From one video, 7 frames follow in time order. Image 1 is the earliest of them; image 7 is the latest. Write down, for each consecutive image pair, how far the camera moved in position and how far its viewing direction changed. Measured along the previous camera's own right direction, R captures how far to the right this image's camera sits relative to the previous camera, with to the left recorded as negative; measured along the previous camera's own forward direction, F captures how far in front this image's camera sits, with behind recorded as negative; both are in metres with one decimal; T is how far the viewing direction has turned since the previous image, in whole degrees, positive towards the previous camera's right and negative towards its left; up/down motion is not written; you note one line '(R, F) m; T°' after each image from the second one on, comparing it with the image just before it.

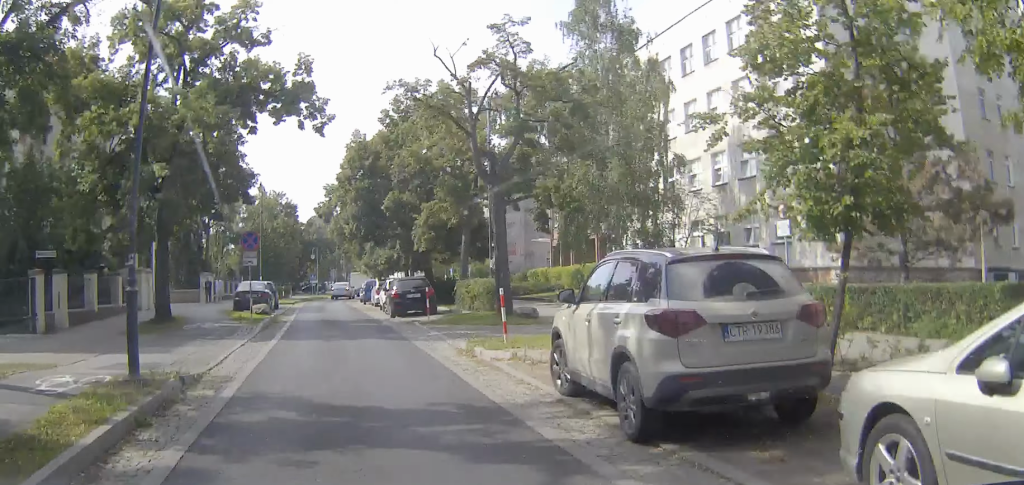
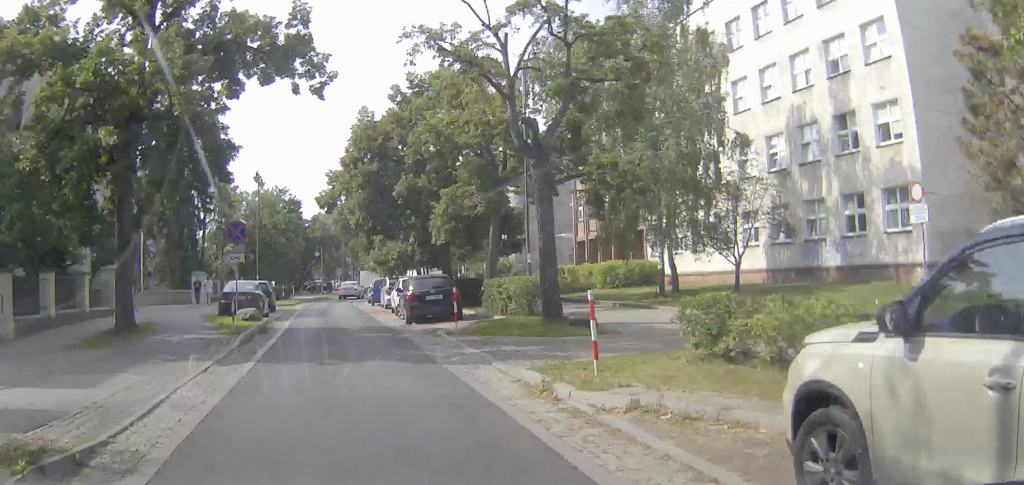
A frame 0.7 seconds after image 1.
(0.0, +4.8) m; 0°
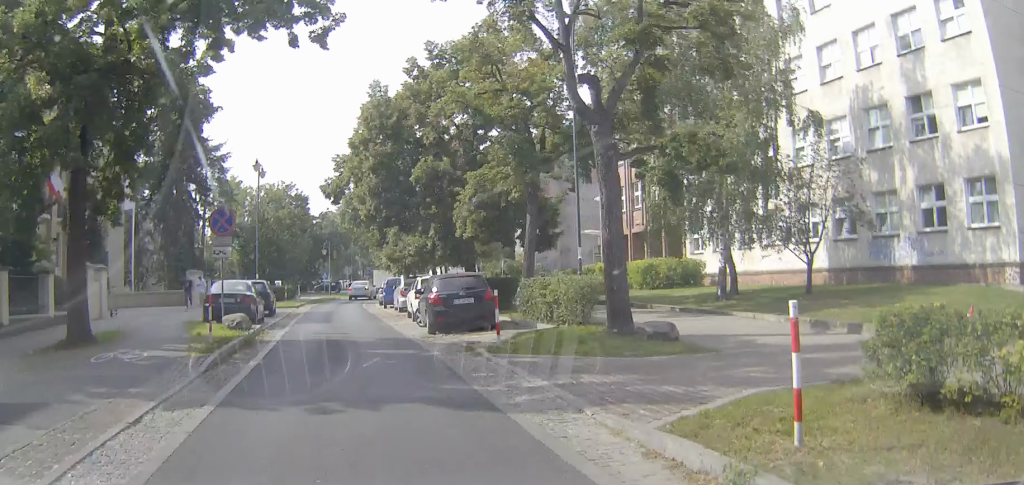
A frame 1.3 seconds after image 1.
(0.0, +4.2) m; -1°
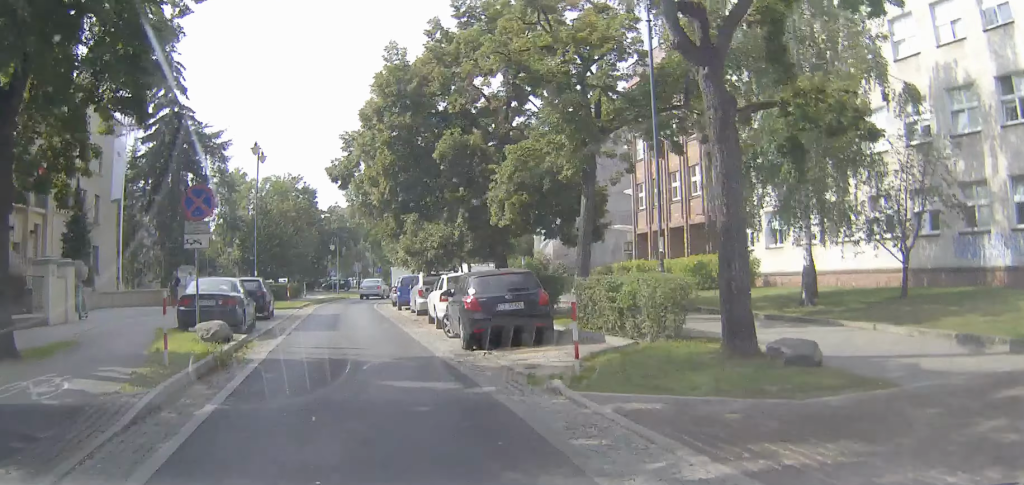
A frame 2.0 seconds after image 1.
(-0.1, +4.5) m; 0°
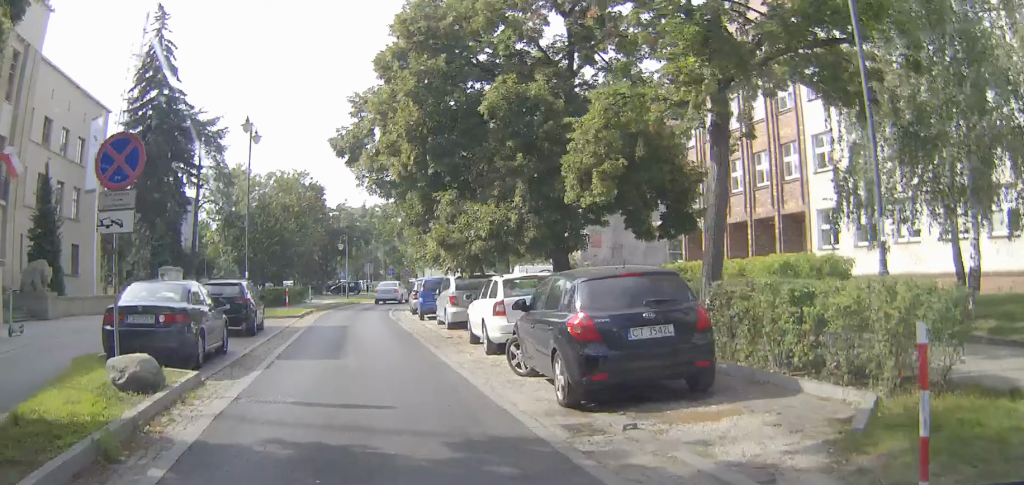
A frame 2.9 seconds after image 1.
(0.0, +6.4) m; 0°
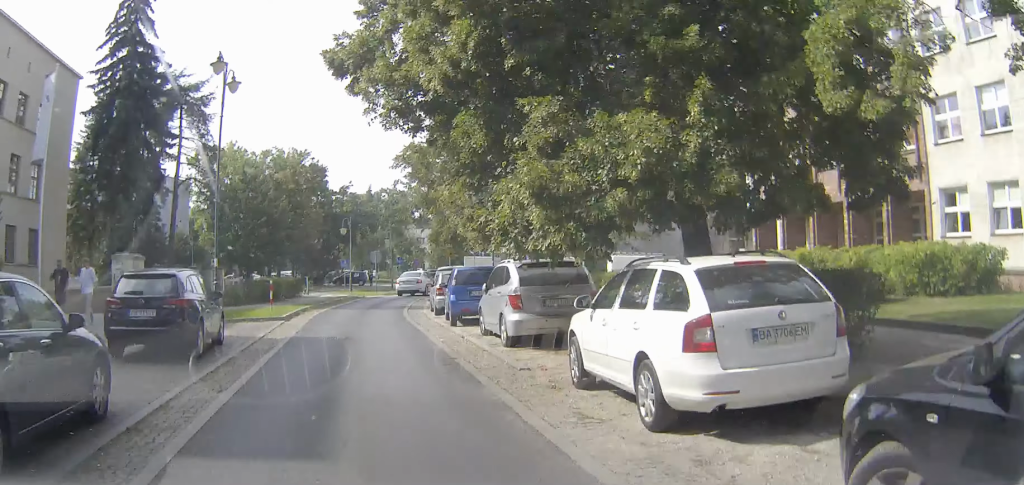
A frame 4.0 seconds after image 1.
(0.0, +7.9) m; 0°
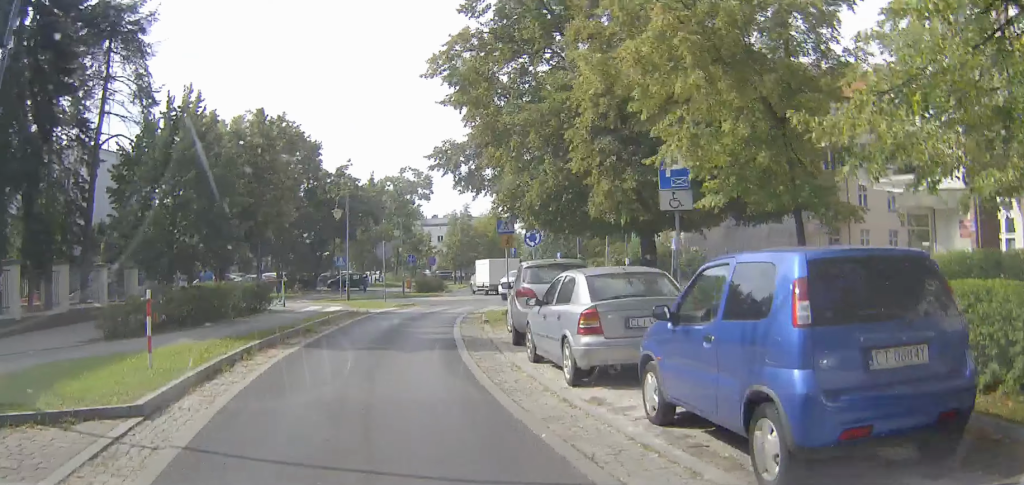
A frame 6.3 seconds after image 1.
(-0.3, +16.0) m; -1°
